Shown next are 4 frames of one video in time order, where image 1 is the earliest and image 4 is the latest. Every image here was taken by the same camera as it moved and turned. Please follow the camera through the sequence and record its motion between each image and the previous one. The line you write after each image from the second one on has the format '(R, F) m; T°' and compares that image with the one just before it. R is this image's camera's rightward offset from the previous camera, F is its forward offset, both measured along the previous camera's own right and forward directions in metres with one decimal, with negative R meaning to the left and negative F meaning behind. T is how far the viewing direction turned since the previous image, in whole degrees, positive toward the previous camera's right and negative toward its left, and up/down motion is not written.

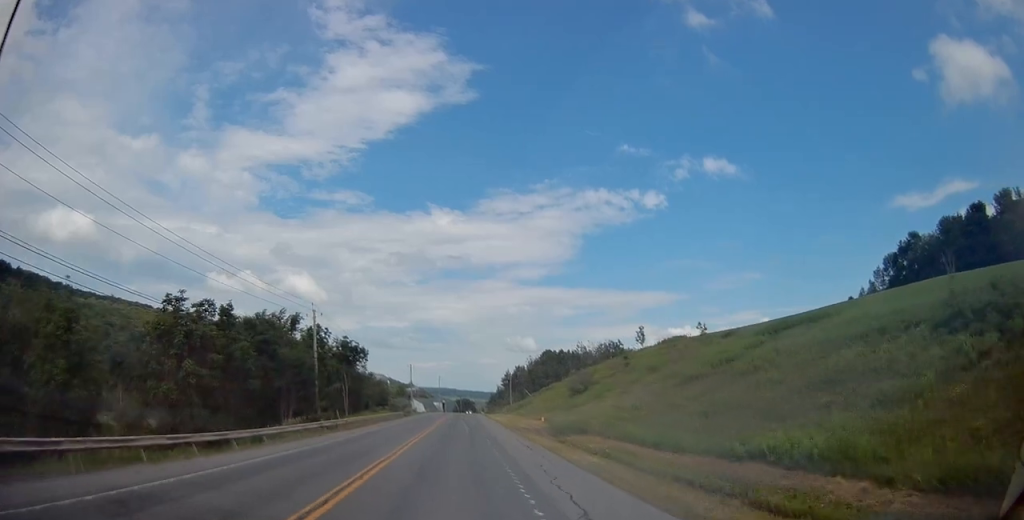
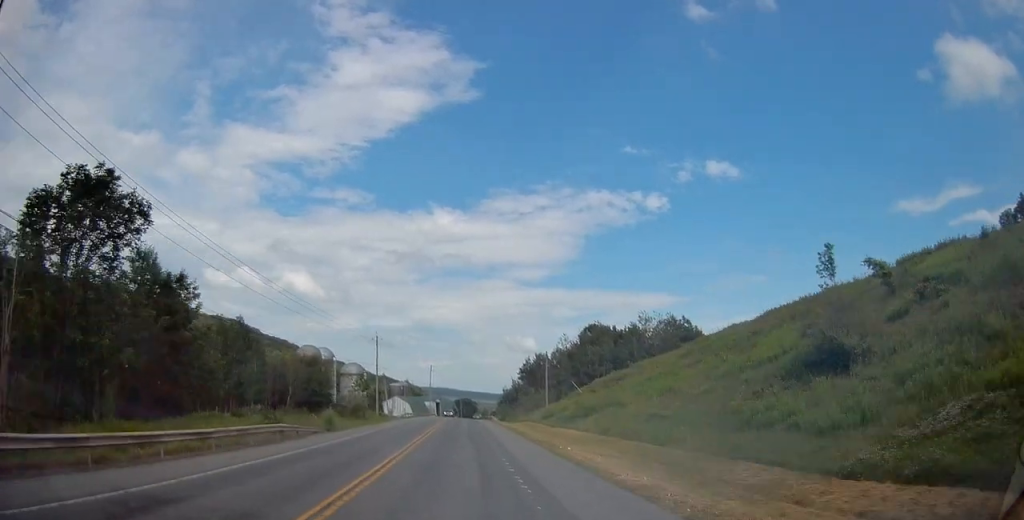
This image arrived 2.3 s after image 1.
(-0.2, +57.0) m; 0°
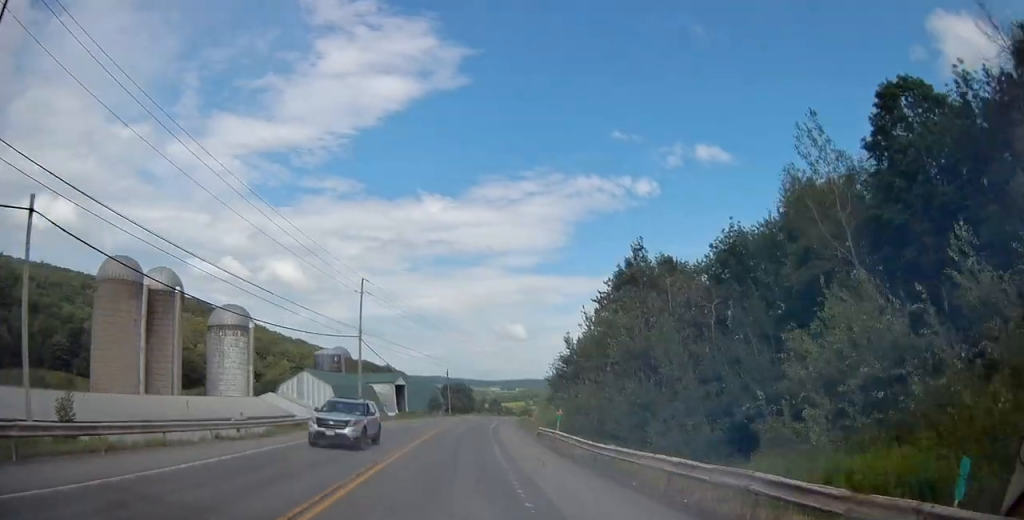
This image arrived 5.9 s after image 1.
(+0.7, +90.3) m; +3°
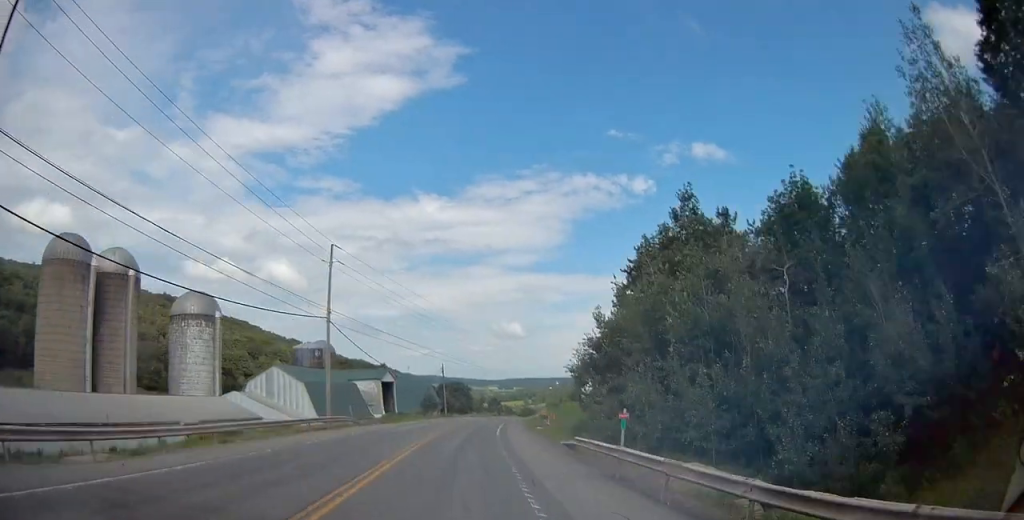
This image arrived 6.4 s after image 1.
(+0.1, +11.6) m; +1°
